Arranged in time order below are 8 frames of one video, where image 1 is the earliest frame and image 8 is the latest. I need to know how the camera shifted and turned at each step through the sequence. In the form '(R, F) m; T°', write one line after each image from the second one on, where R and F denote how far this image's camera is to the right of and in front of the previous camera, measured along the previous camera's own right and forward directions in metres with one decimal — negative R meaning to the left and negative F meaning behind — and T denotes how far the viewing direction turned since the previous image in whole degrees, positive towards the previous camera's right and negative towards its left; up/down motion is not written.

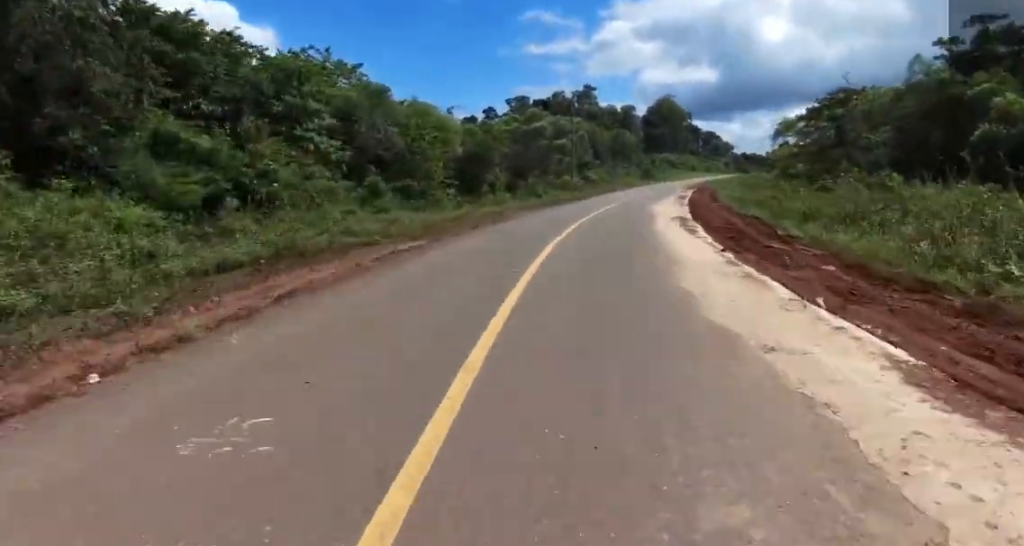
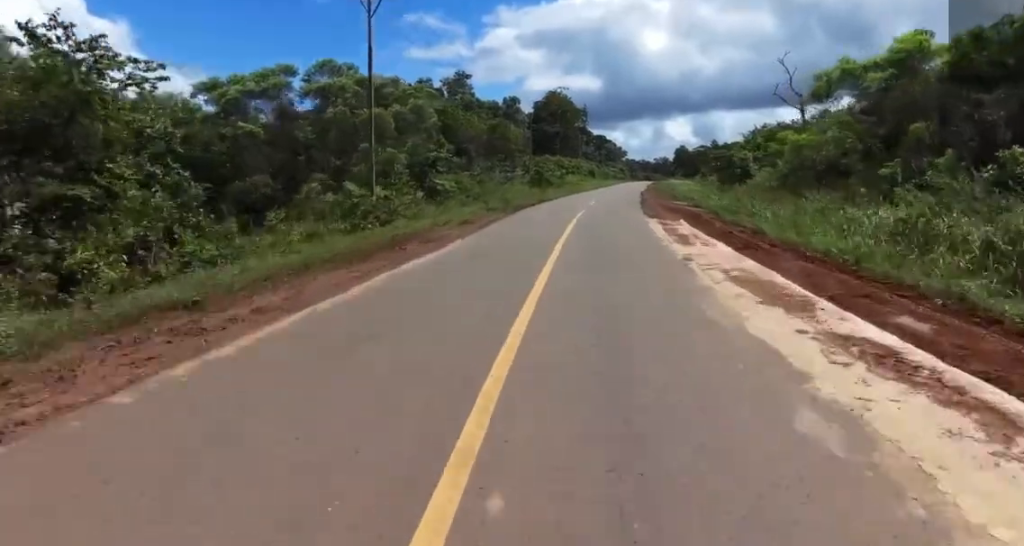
(+0.3, +37.1) m; +9°
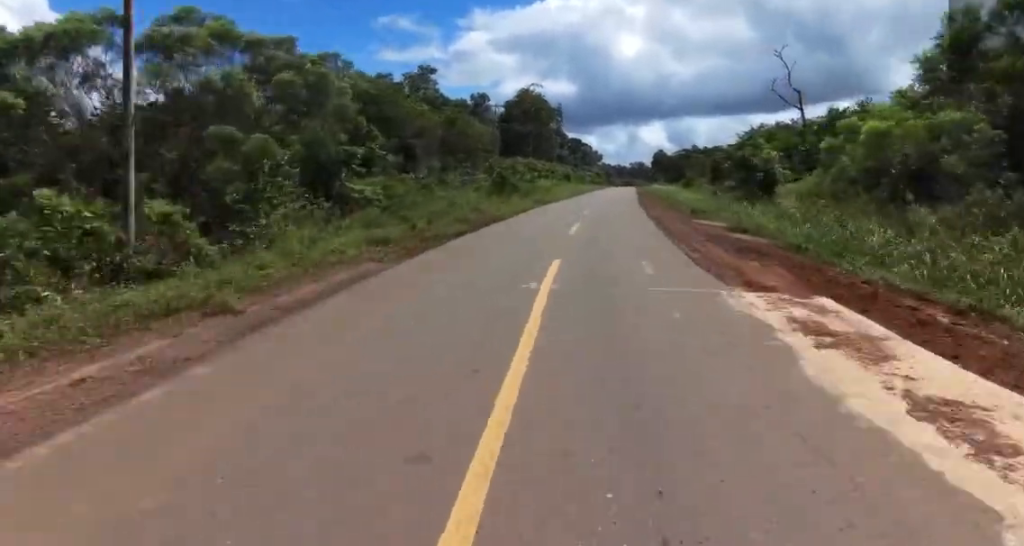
(+0.6, +14.6) m; +2°
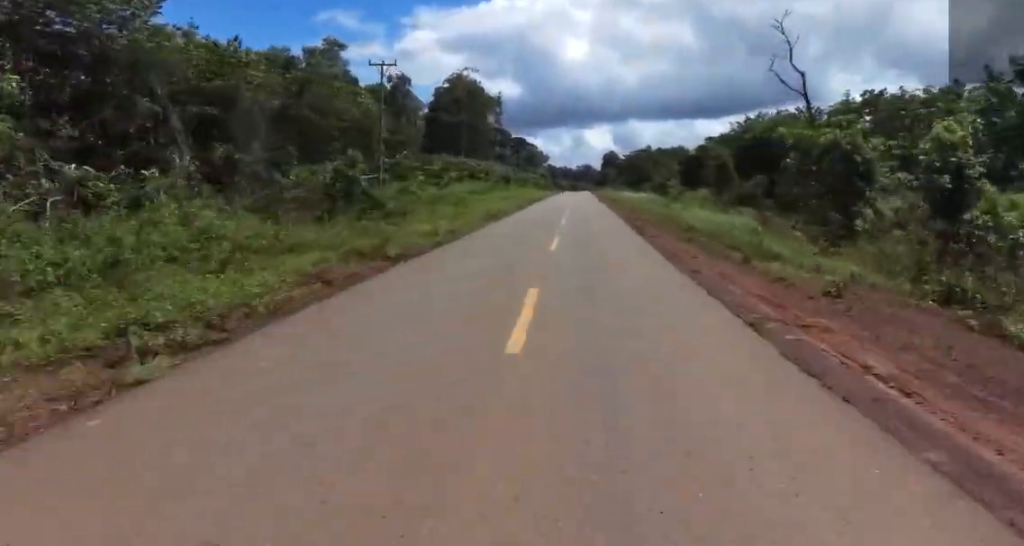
(+0.4, +25.6) m; +2°
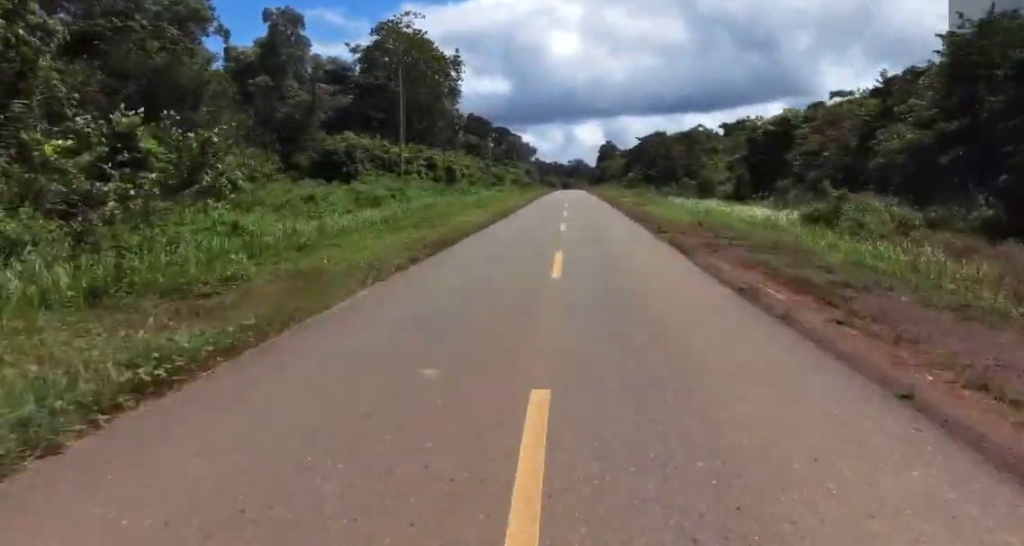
(+1.6, +47.0) m; +2°
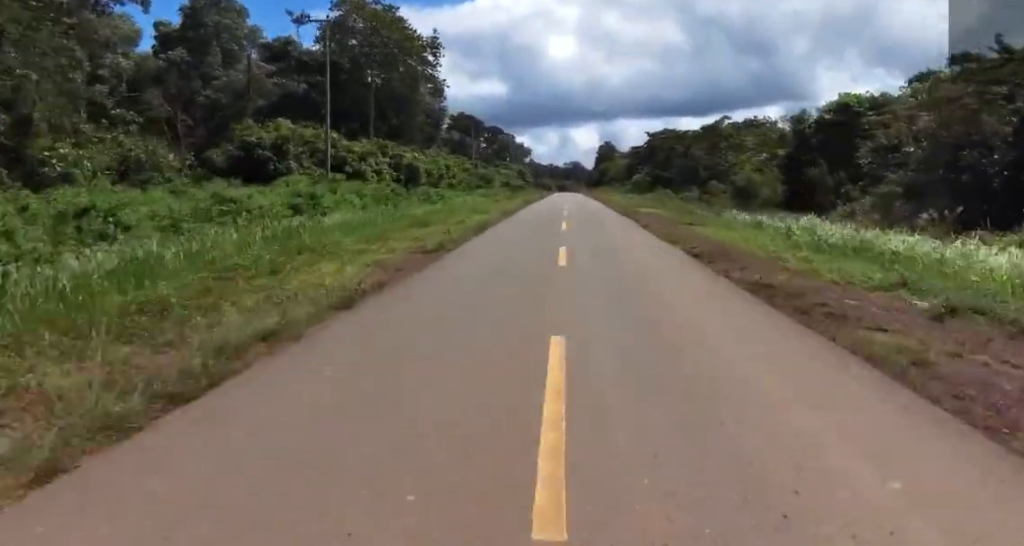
(0.0, +14.5) m; 0°
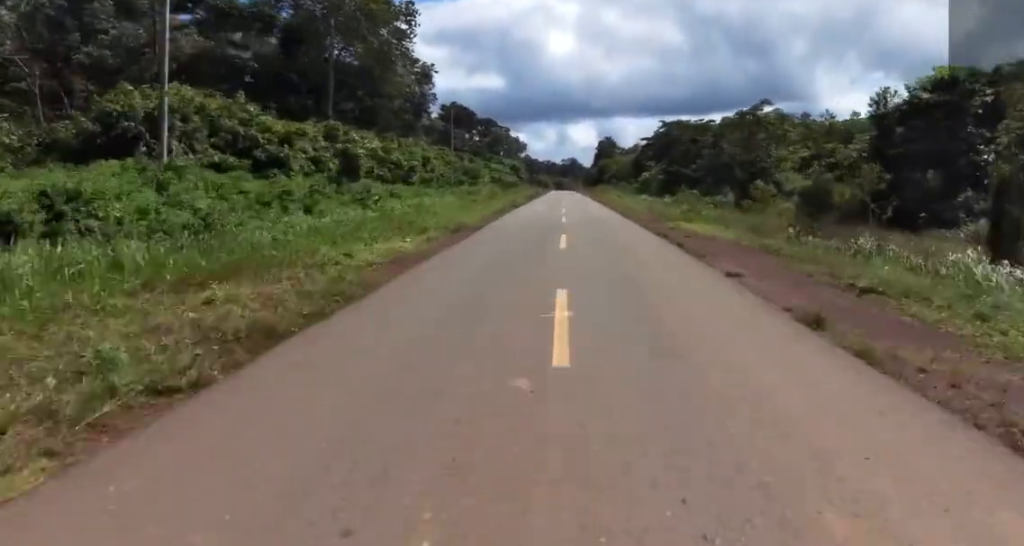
(-0.1, +14.7) m; +1°
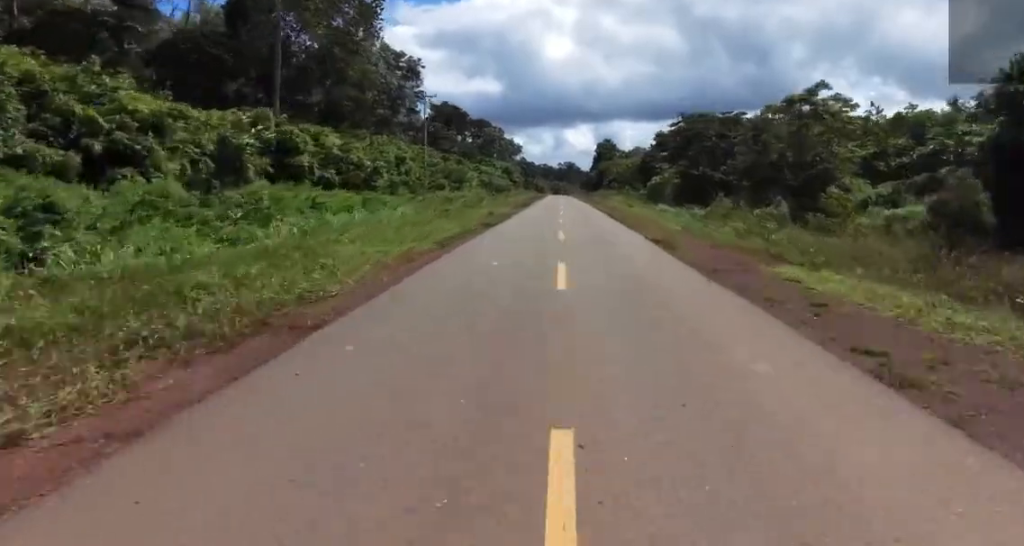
(+0.2, +12.5) m; 0°
